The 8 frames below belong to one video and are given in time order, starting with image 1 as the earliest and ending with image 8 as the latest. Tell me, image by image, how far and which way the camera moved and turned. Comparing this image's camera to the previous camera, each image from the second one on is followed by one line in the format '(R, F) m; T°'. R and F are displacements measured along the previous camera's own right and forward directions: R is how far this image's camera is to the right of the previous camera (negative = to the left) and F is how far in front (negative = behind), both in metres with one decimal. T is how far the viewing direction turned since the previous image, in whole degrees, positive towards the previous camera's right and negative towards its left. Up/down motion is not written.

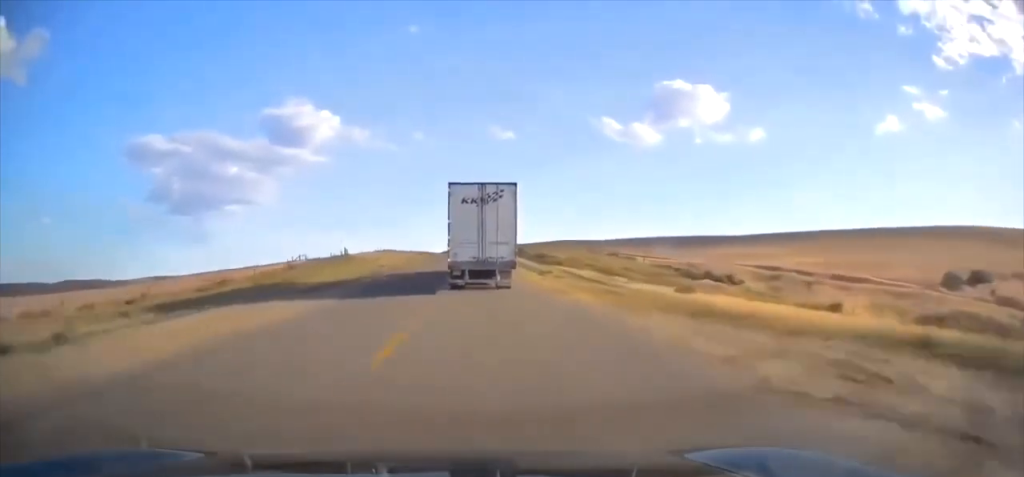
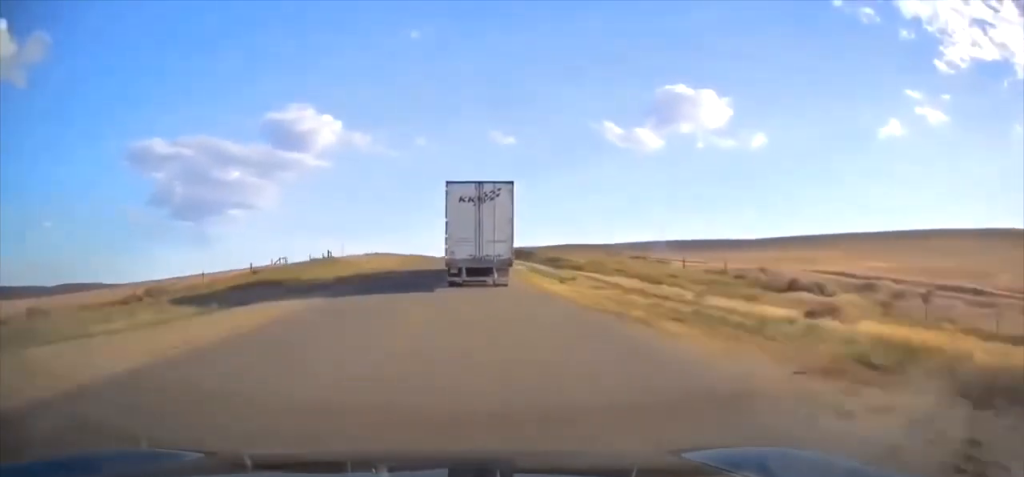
(-0.1, +10.8) m; +1°
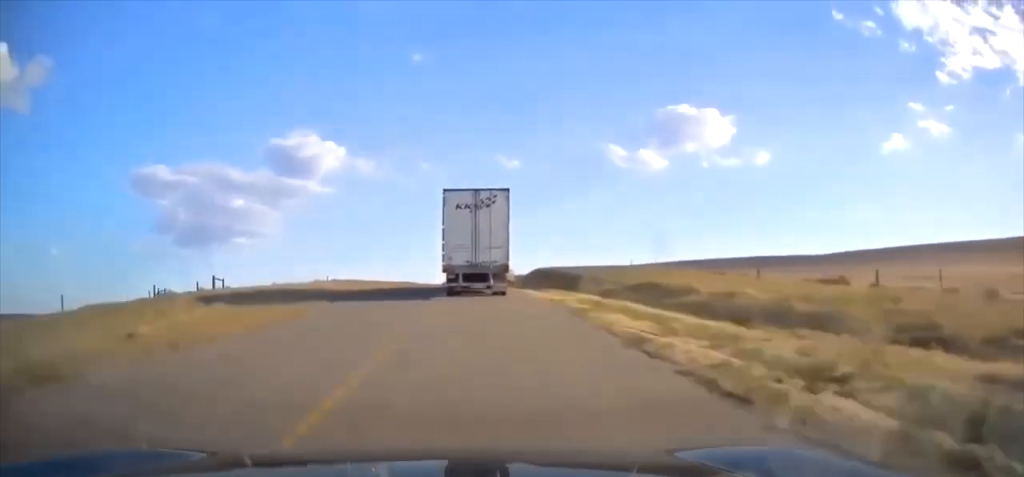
(+0.6, +34.8) m; 0°
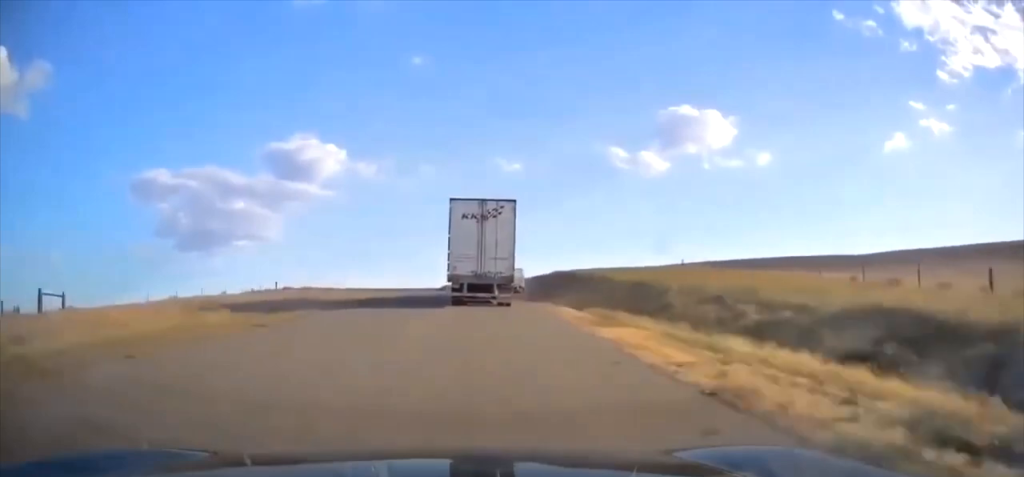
(-0.5, +20.3) m; -1°
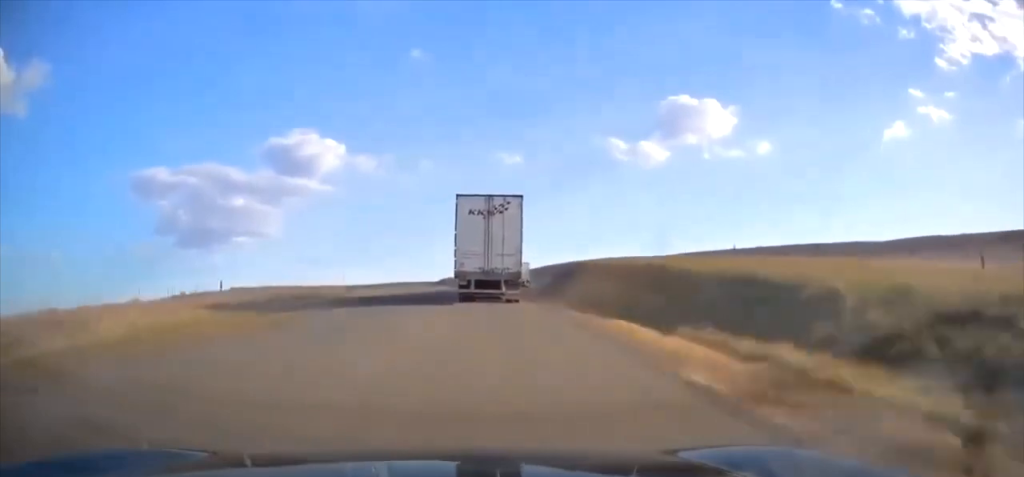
(-0.1, +11.3) m; 0°
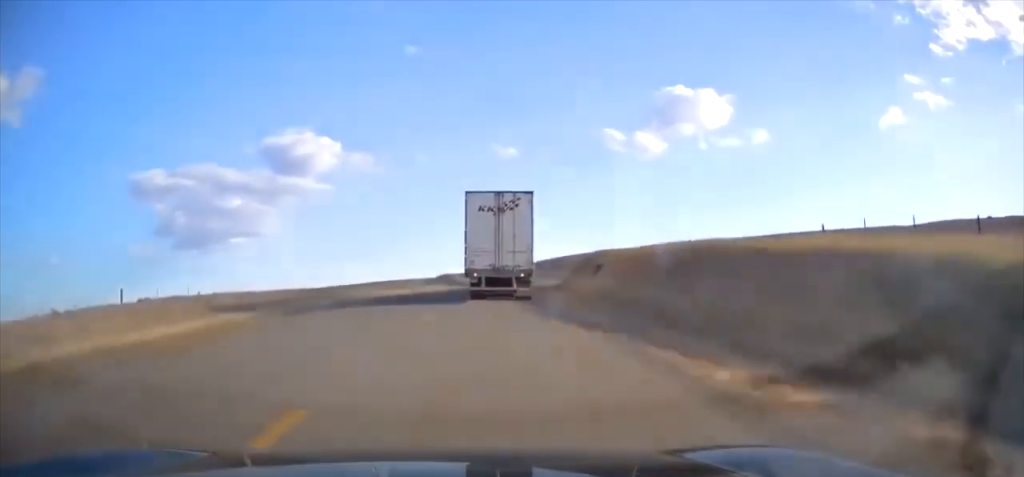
(-0.2, +13.9) m; +1°
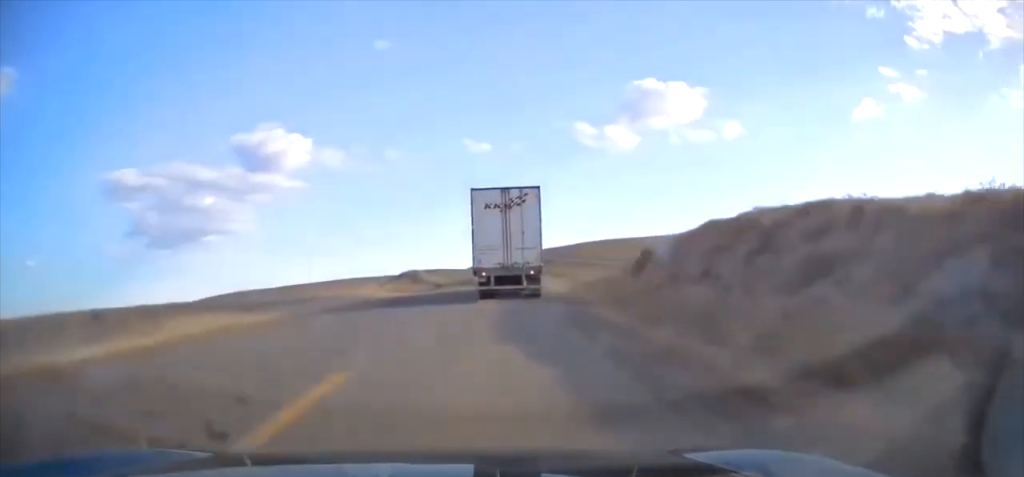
(+0.6, +26.4) m; +2°
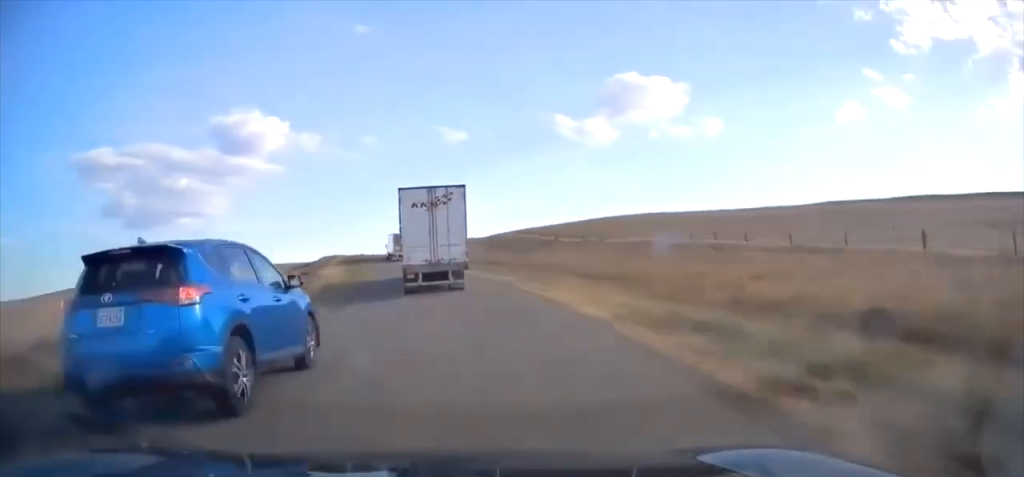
(+3.8, +64.7) m; +3°
